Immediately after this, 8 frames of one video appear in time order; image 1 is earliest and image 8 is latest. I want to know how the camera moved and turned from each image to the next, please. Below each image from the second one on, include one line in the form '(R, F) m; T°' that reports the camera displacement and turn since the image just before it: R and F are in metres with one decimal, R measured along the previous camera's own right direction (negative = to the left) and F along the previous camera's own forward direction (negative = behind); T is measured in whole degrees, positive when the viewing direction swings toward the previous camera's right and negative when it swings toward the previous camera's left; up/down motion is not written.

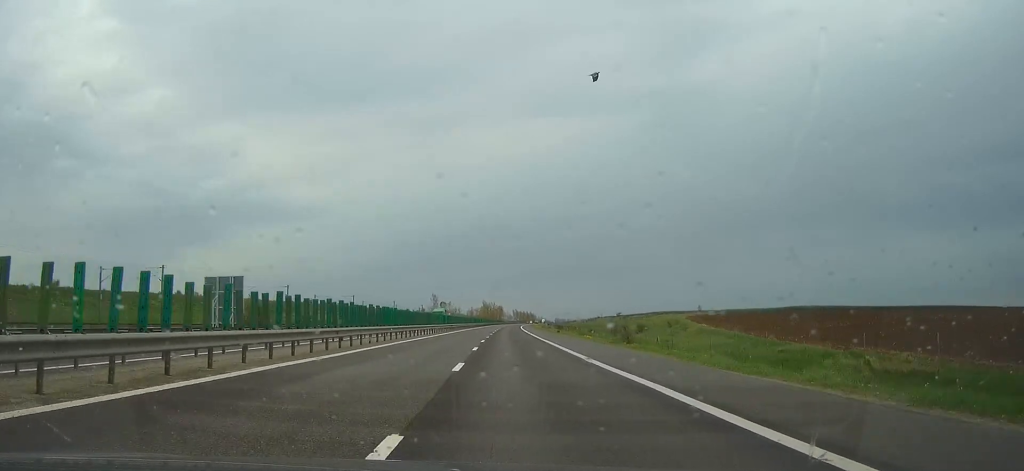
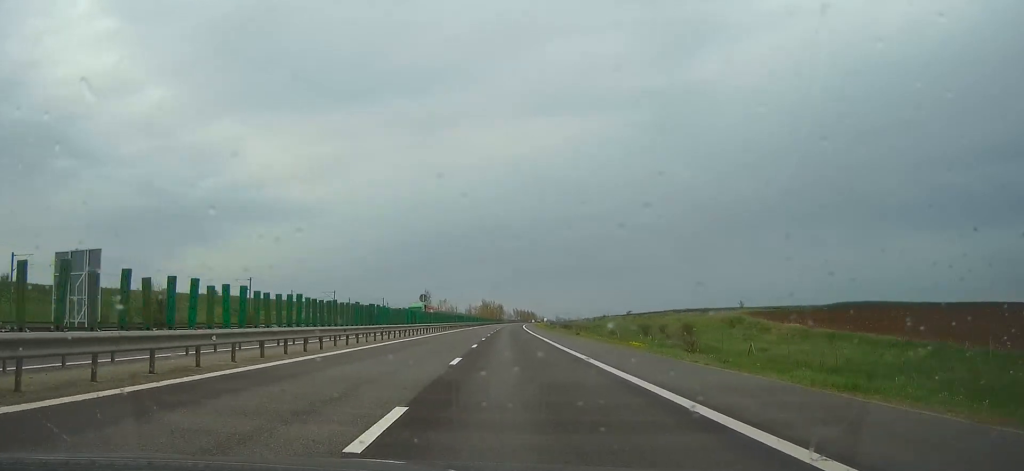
(0.0, +21.8) m; 0°
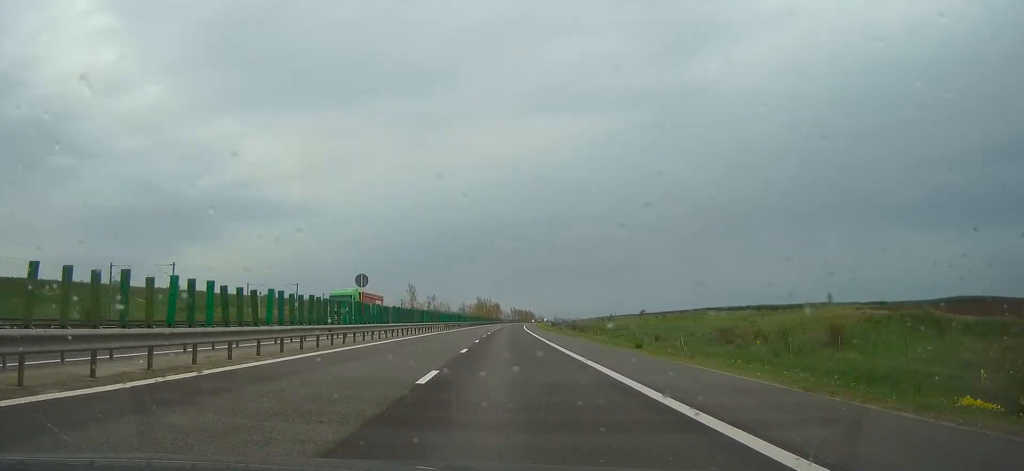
(0.0, +29.0) m; 0°
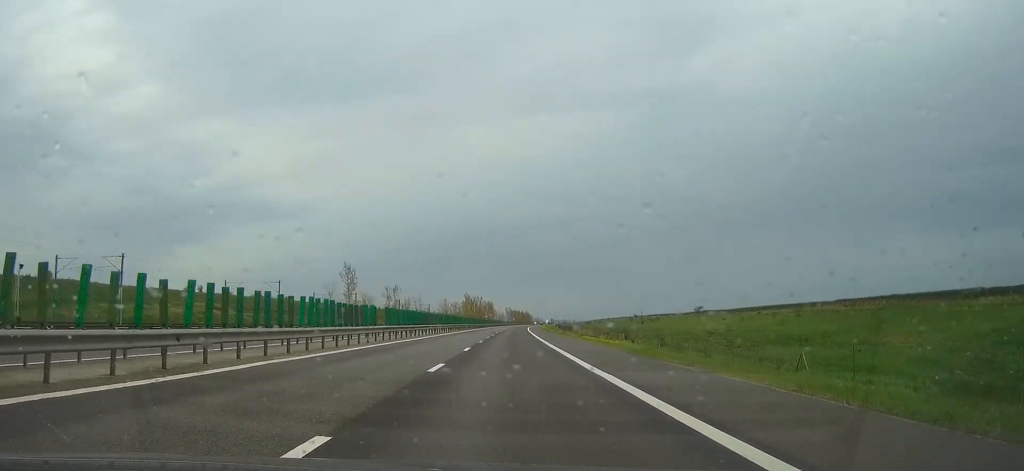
(+0.4, +60.8) m; +1°
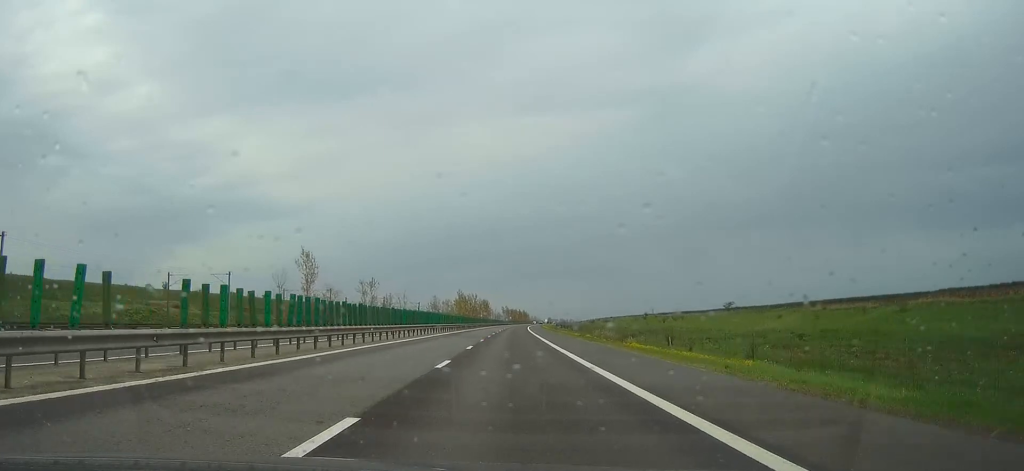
(0.0, +17.3) m; 0°
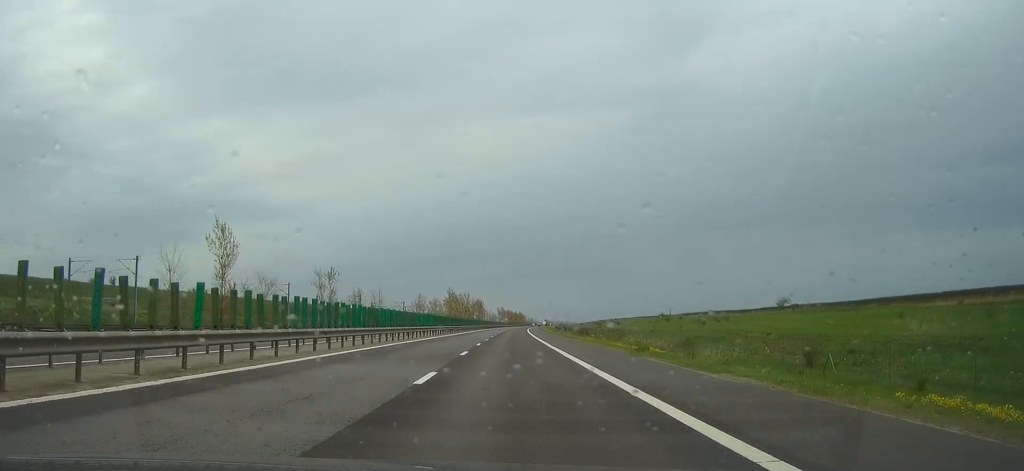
(0.0, +20.3) m; 0°
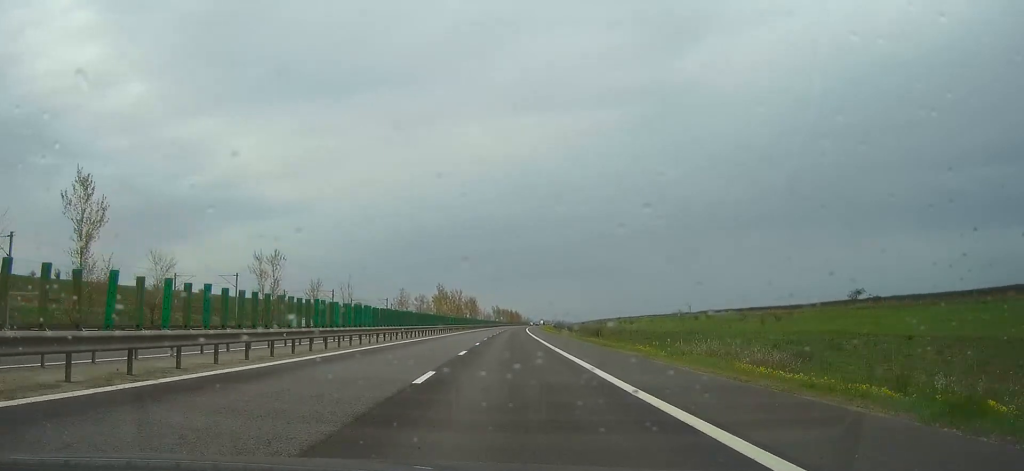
(0.0, +17.6) m; 0°
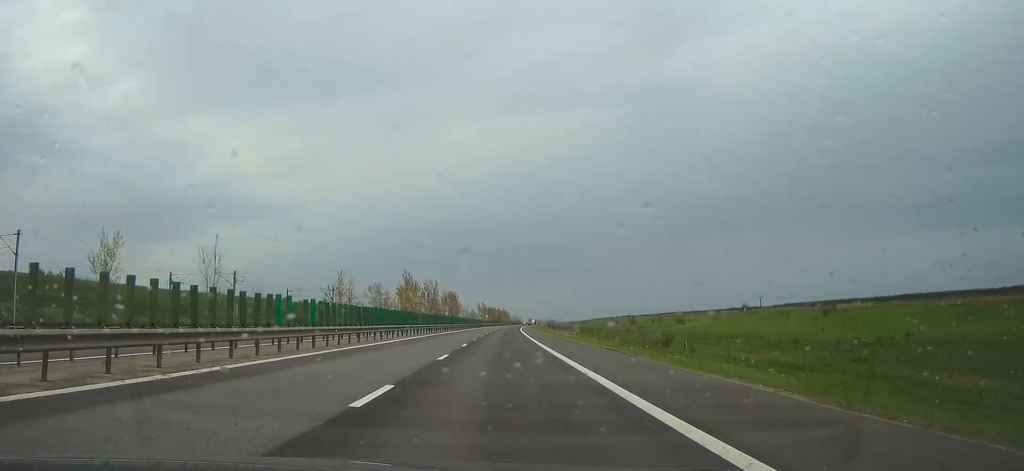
(+0.3, +43.2) m; +1°
